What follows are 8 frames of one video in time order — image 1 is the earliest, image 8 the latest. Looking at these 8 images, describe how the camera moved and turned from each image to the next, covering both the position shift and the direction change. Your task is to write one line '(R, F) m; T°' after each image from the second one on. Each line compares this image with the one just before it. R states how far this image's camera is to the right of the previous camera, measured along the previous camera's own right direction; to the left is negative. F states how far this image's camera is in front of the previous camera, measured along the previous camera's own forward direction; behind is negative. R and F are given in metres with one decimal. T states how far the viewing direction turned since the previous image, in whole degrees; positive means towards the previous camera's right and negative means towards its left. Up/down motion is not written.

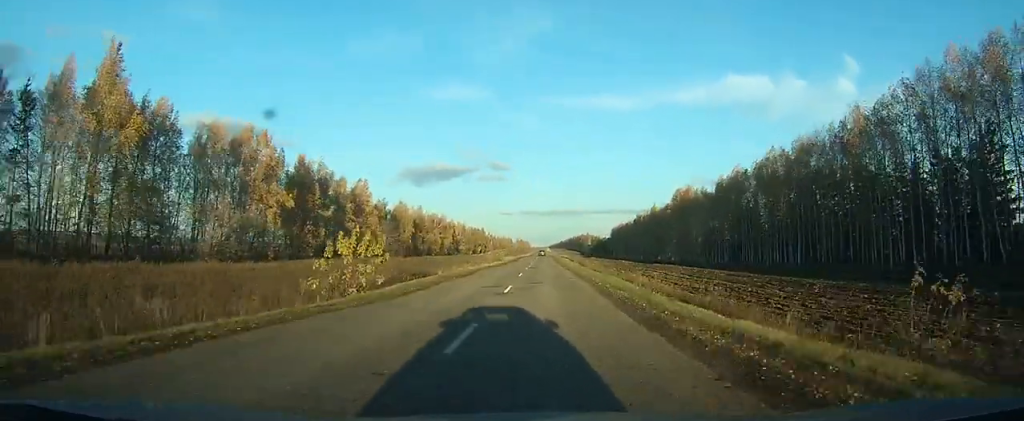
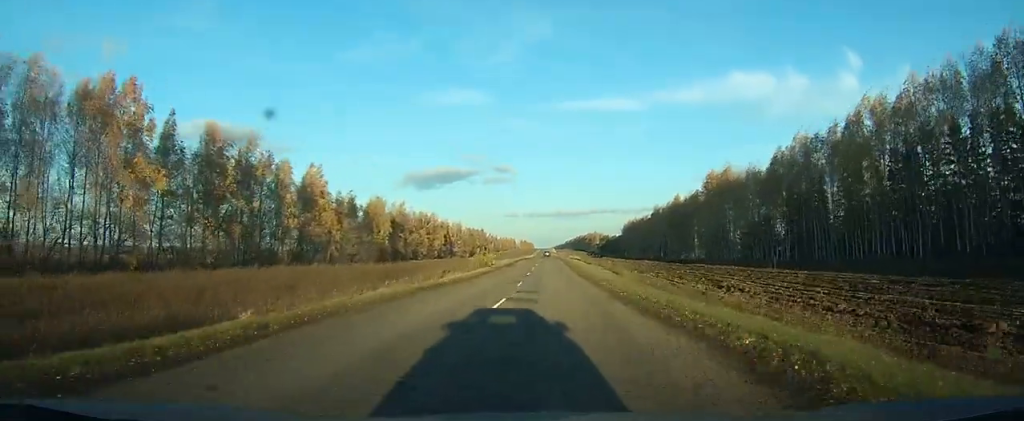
(+0.1, +31.0) m; 0°
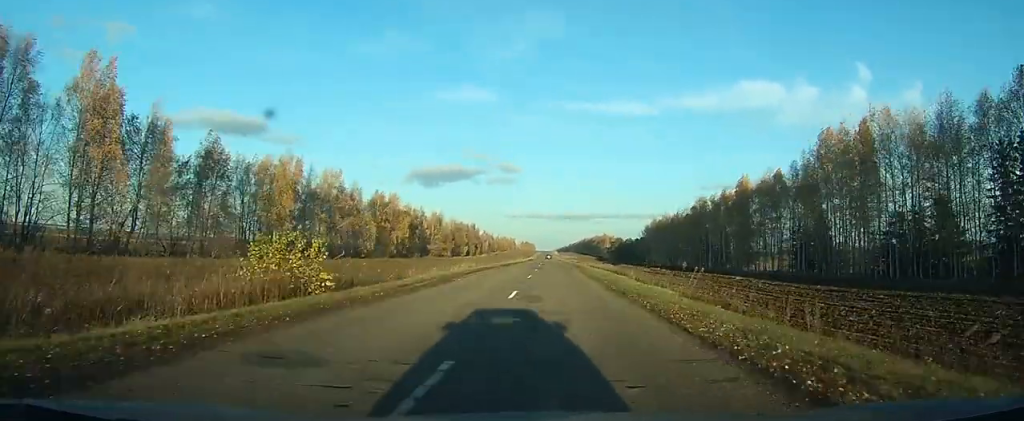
(+0.4, +56.3) m; +1°
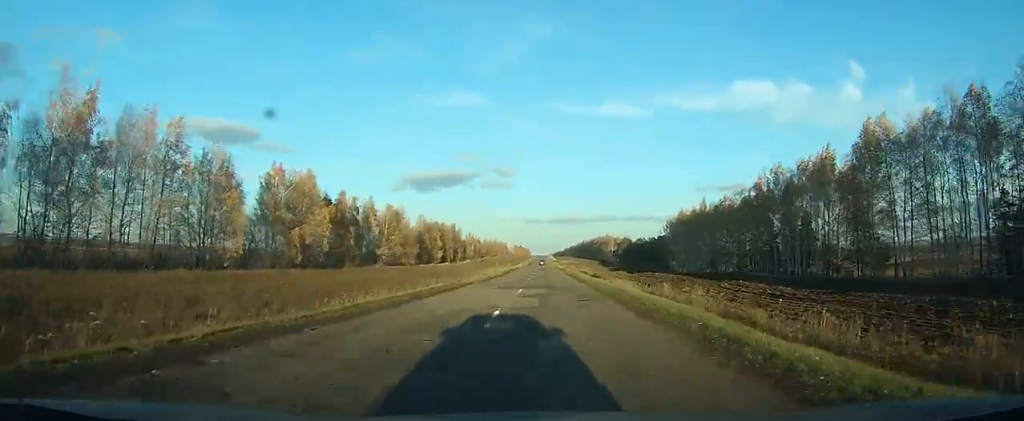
(+0.4, +49.8) m; 0°
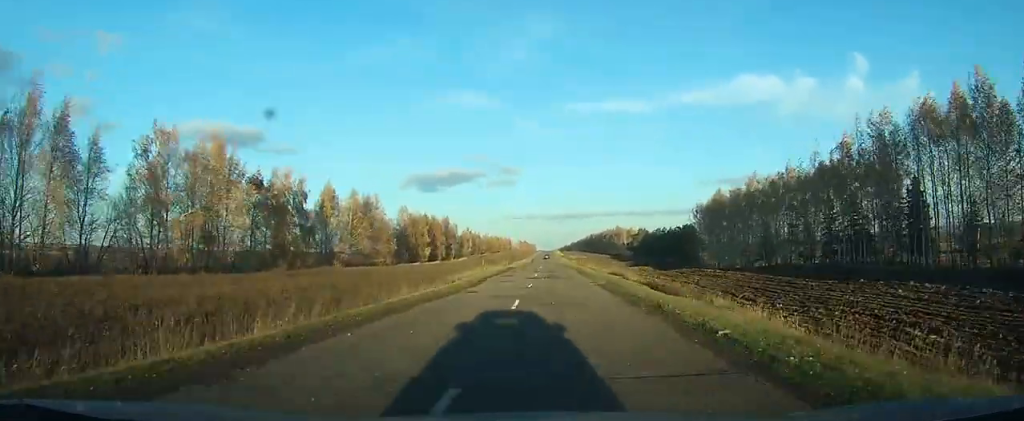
(-0.1, +29.9) m; 0°
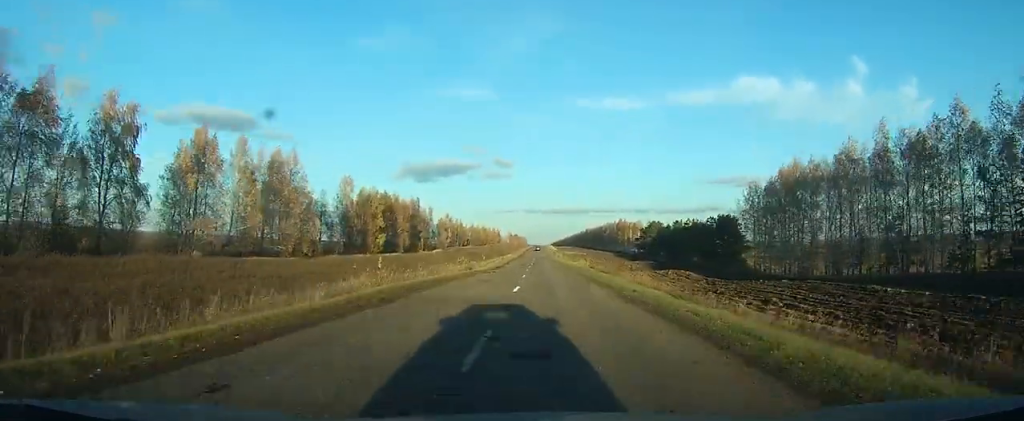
(-0.1, +45.6) m; 0°
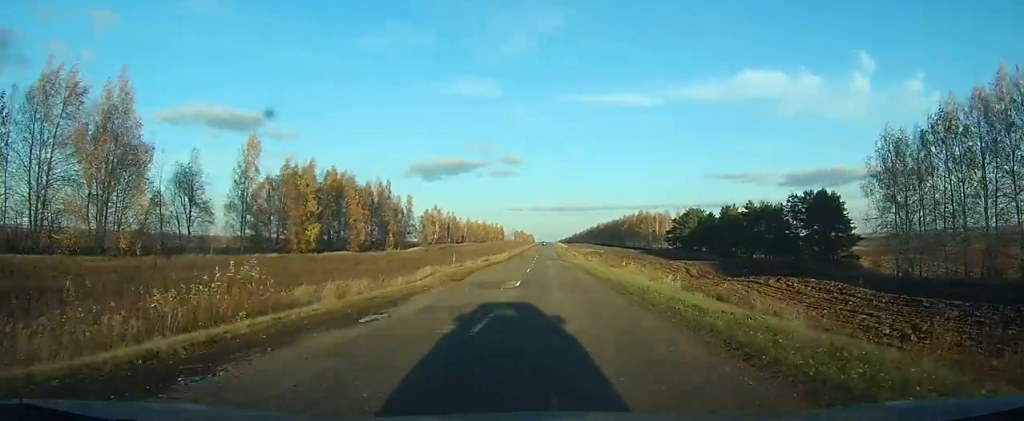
(+0.1, +46.4) m; 0°
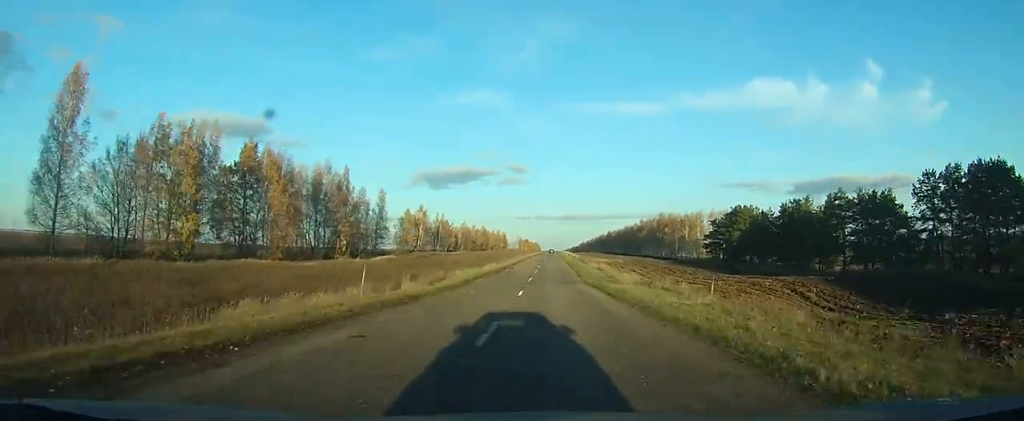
(0.0, +36.2) m; 0°
